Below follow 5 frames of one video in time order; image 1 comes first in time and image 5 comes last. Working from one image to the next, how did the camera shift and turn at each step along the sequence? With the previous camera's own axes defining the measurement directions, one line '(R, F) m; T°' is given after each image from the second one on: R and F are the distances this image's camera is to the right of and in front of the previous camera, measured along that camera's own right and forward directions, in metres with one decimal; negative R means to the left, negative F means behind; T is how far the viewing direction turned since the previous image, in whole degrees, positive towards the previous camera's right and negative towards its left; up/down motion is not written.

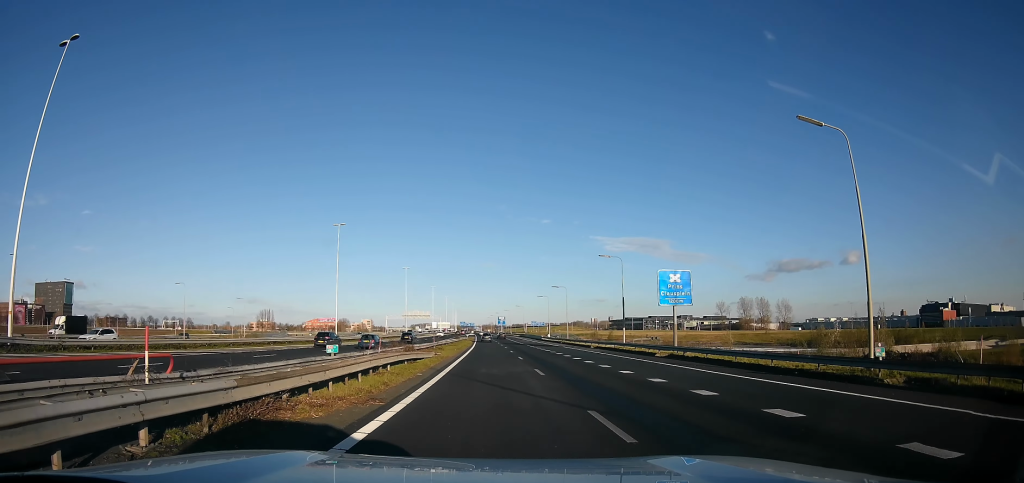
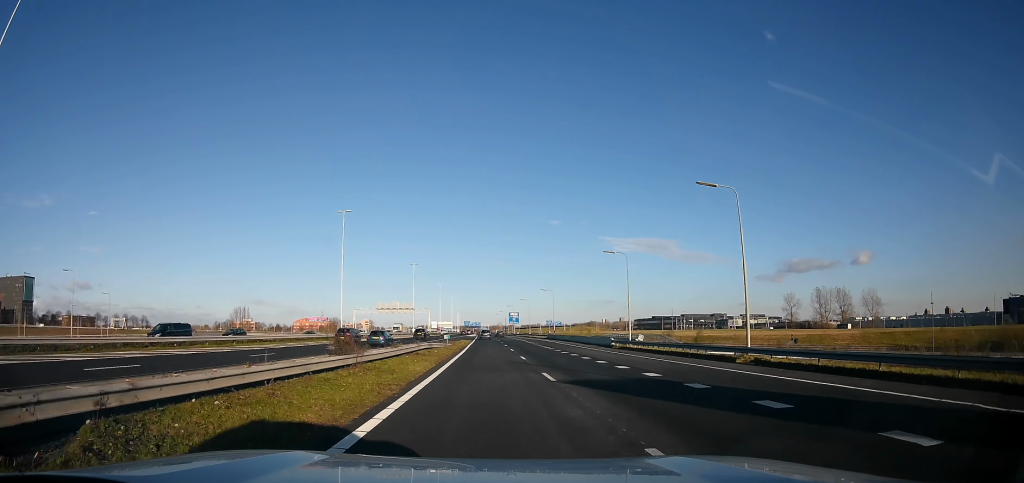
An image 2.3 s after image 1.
(-2.0, +63.8) m; -2°
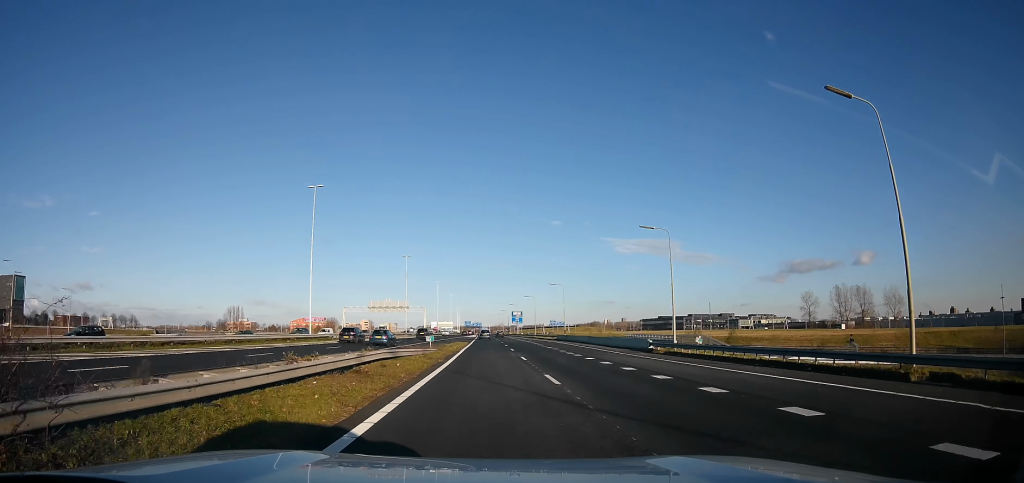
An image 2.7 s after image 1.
(+0.5, +13.1) m; 0°
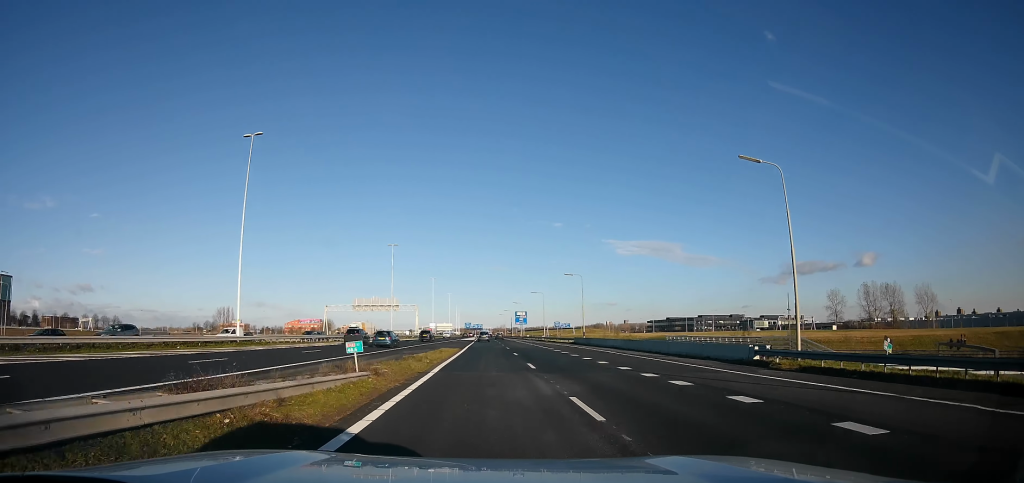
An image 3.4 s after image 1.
(+0.3, +17.7) m; 0°
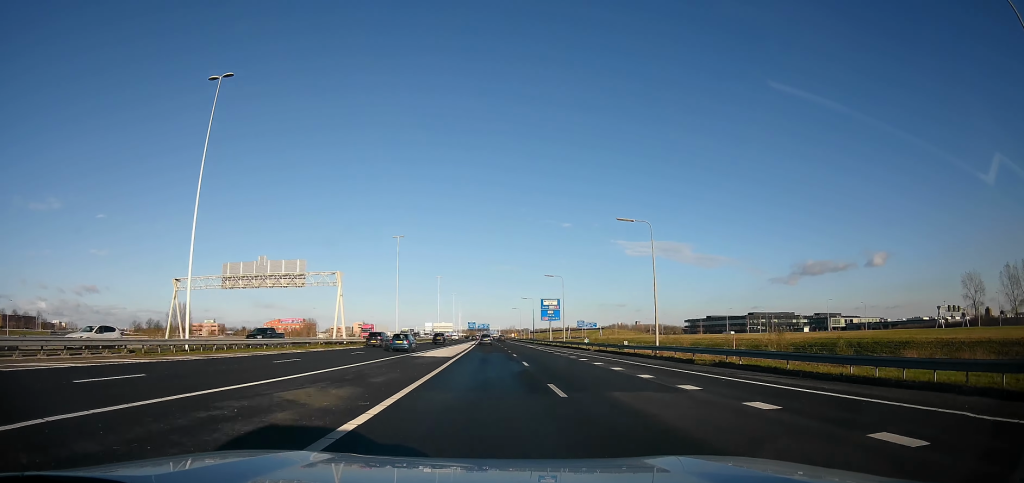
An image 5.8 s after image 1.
(-2.6, +68.0) m; -4°
